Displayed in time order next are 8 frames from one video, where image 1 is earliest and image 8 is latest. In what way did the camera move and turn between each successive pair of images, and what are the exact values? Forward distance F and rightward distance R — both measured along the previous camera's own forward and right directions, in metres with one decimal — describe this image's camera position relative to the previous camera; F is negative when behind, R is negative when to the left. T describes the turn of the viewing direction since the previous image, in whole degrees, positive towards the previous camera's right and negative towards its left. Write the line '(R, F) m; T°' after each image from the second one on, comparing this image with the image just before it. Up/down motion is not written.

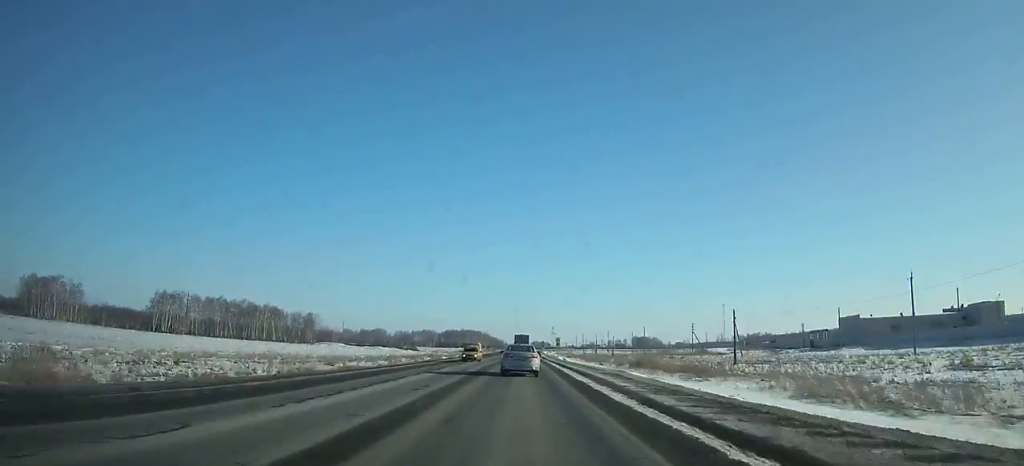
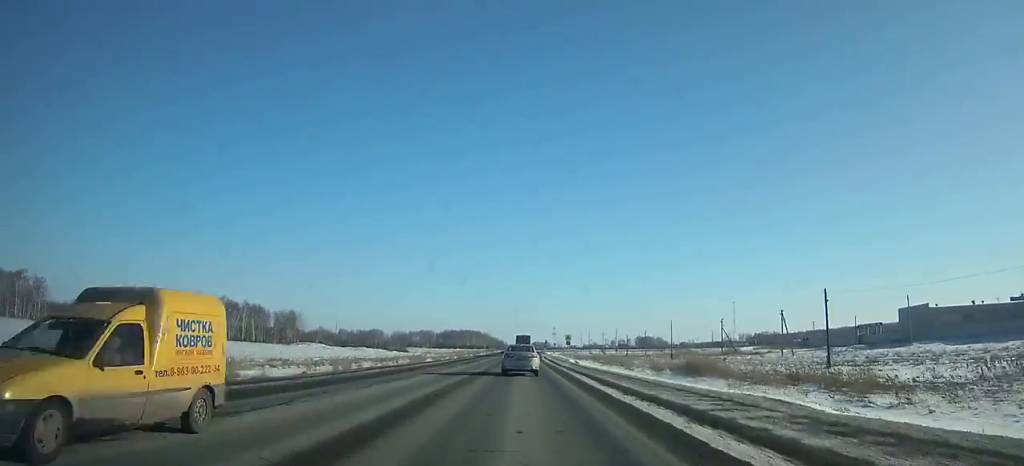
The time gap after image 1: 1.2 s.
(0.0, +24.7) m; 0°
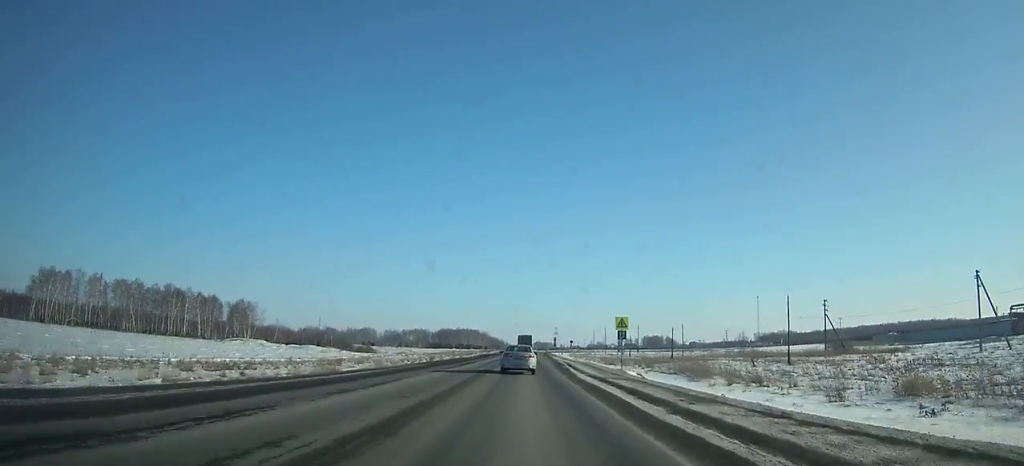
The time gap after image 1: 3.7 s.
(-0.1, +51.5) m; 0°
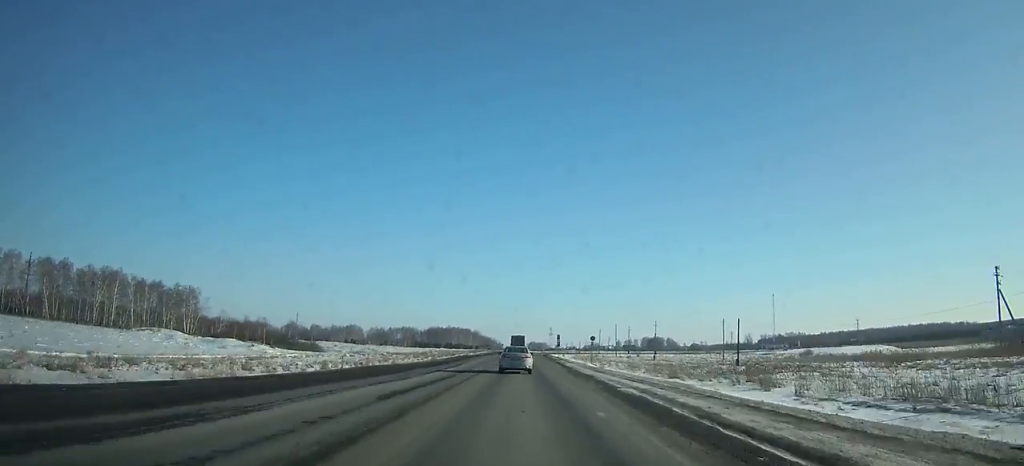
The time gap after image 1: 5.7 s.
(+0.1, +41.5) m; 0°
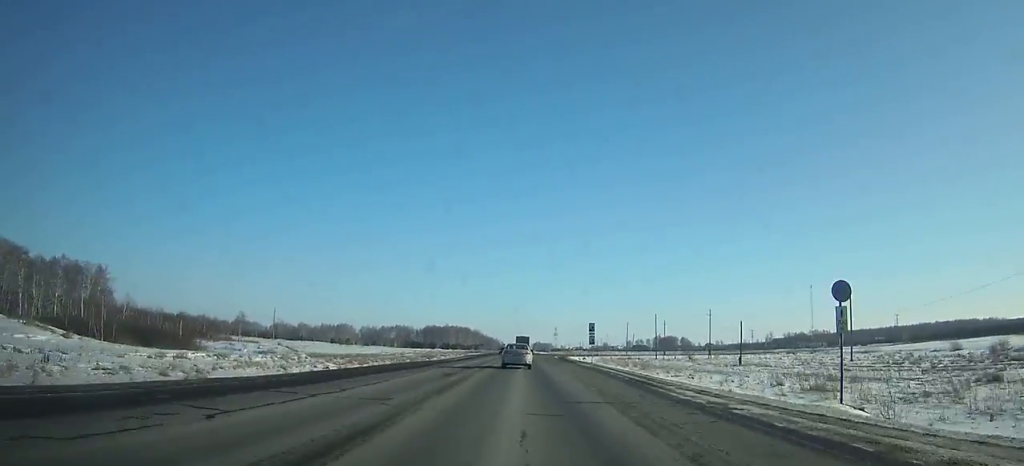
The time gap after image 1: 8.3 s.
(0.0, +54.2) m; 0°
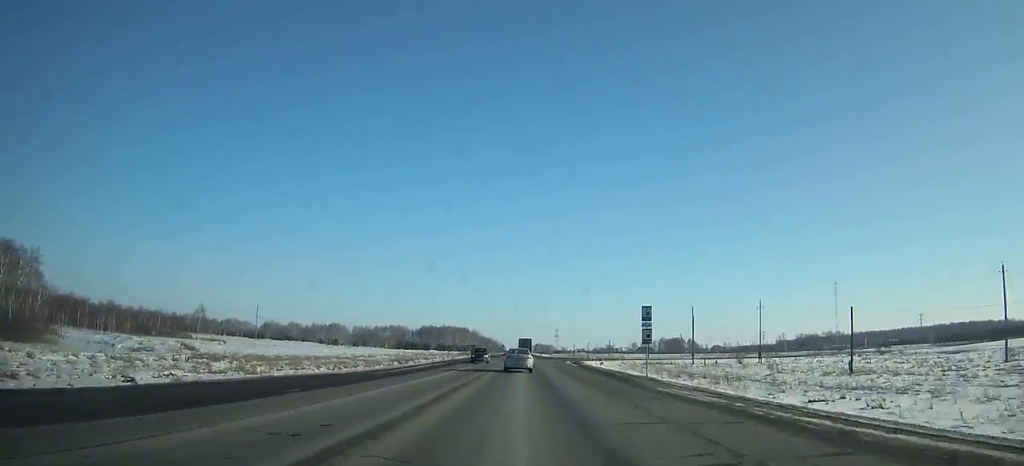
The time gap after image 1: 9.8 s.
(-0.1, +31.3) m; 0°
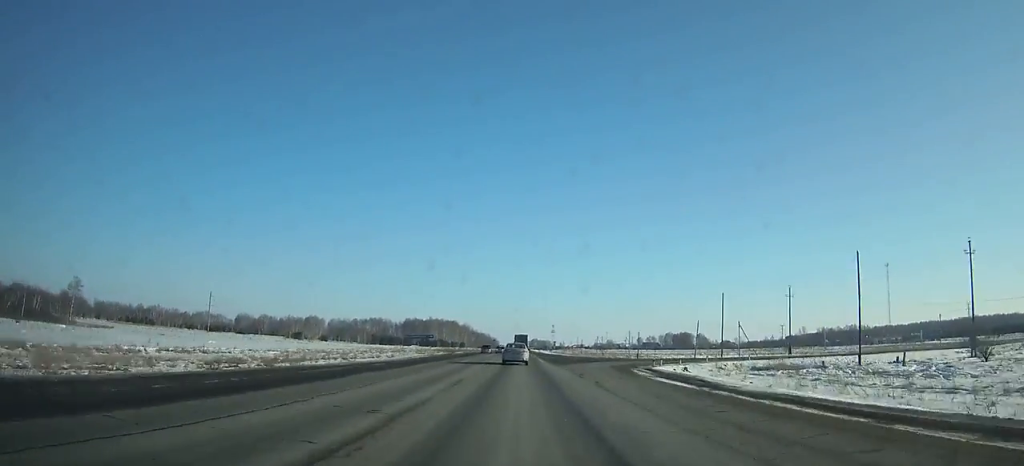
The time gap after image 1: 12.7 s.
(+0.2, +61.1) m; 0°
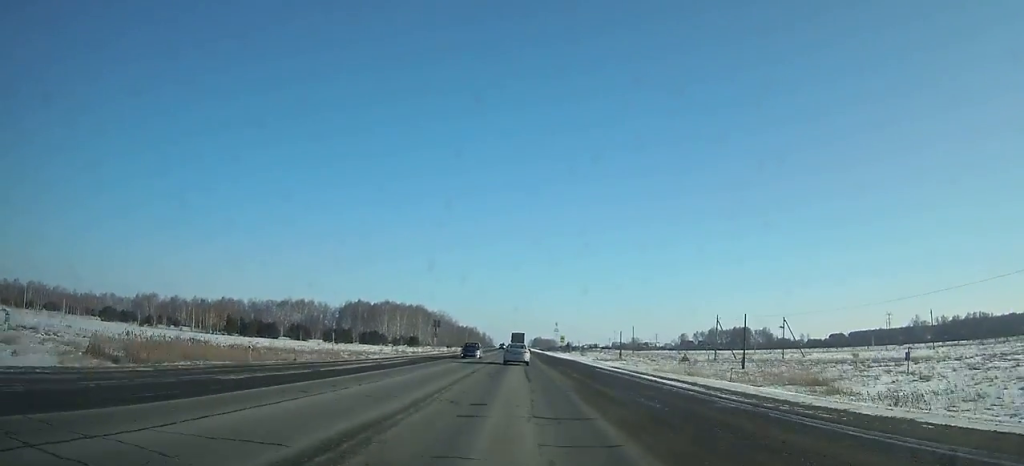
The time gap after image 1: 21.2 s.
(-0.5, +181.3) m; 0°
